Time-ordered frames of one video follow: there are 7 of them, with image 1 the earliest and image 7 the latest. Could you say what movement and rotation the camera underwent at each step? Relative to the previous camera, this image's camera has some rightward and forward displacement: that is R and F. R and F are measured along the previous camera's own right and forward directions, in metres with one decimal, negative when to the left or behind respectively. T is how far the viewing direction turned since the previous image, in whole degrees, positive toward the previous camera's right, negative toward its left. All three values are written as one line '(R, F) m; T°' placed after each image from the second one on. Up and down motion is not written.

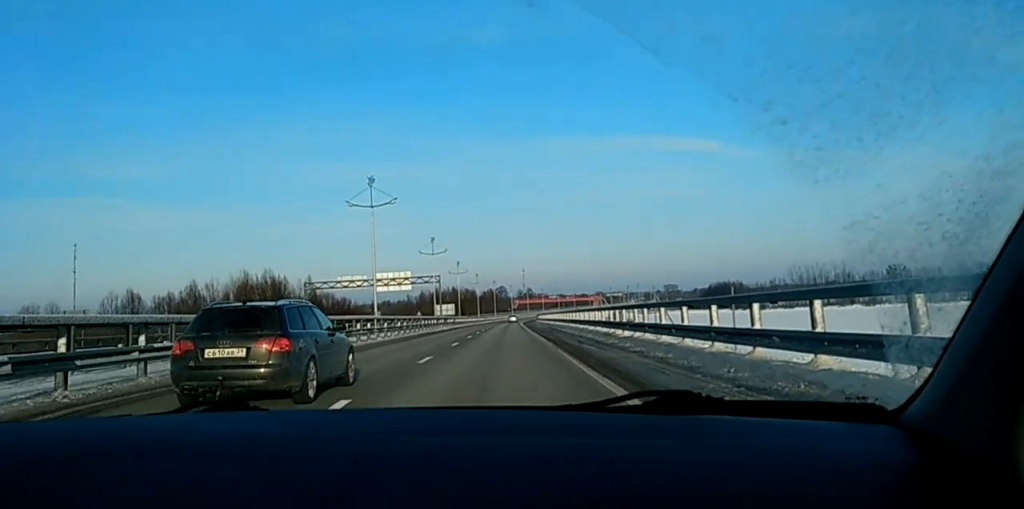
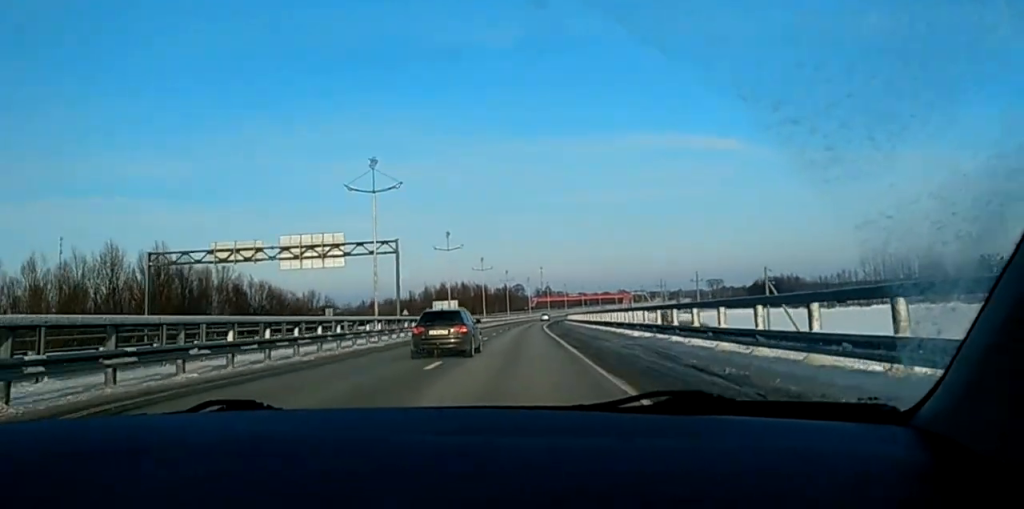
(-0.1, +50.0) m; 0°
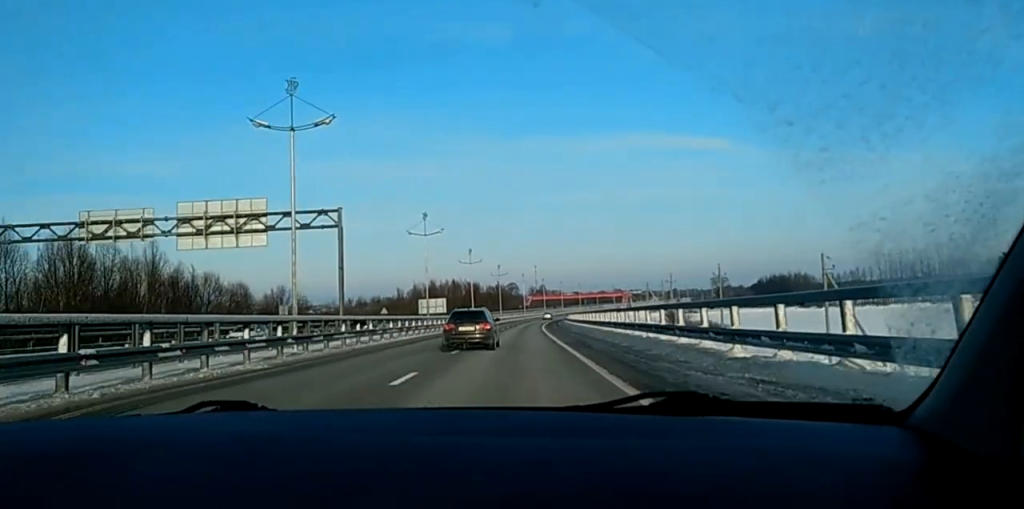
(-0.1, +17.3) m; 0°
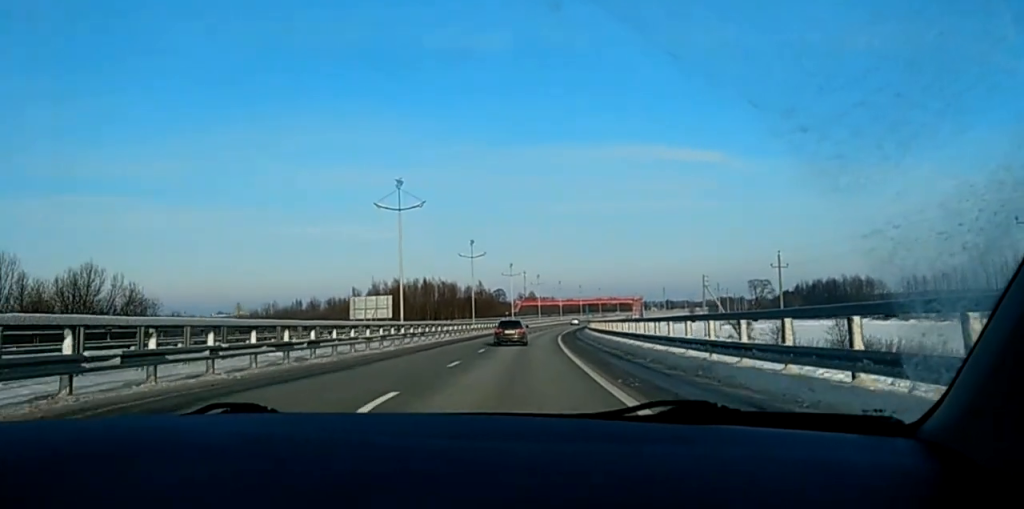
(-0.6, +63.1) m; +1°
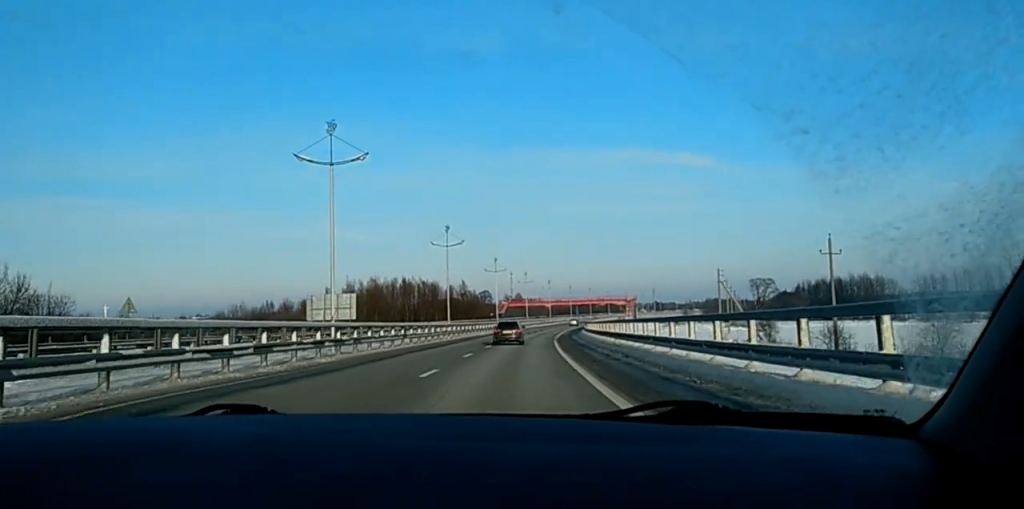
(+0.4, +16.4) m; +1°
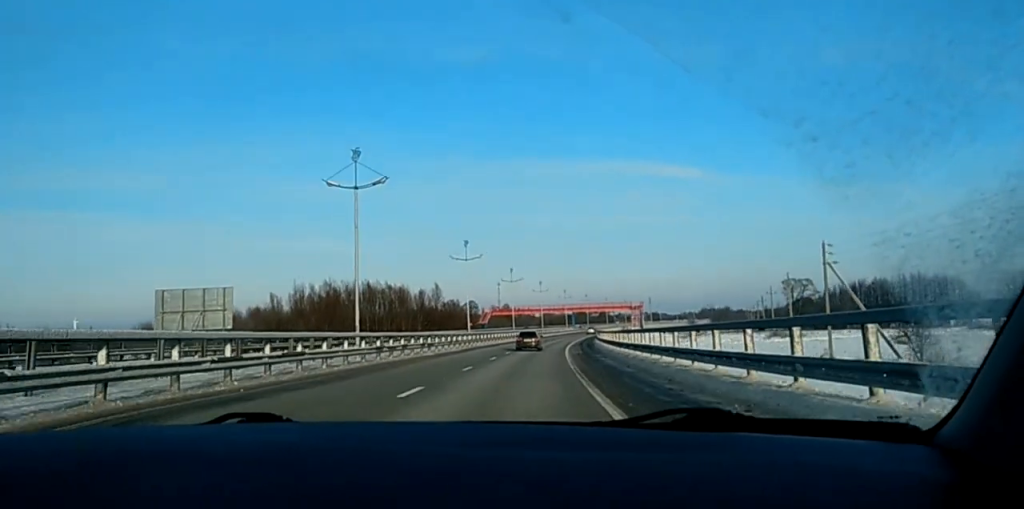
(+0.6, +39.4) m; +2°
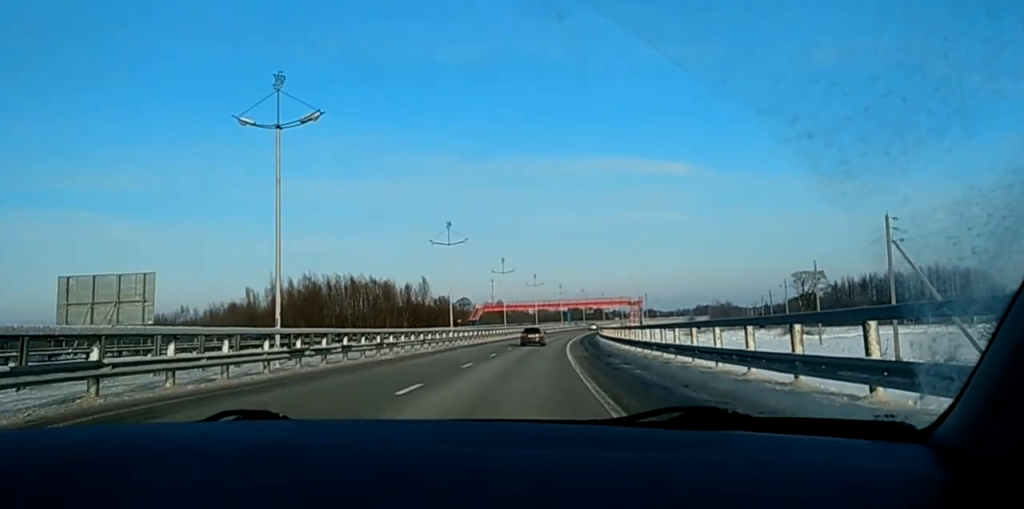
(+0.3, +12.6) m; 0°
